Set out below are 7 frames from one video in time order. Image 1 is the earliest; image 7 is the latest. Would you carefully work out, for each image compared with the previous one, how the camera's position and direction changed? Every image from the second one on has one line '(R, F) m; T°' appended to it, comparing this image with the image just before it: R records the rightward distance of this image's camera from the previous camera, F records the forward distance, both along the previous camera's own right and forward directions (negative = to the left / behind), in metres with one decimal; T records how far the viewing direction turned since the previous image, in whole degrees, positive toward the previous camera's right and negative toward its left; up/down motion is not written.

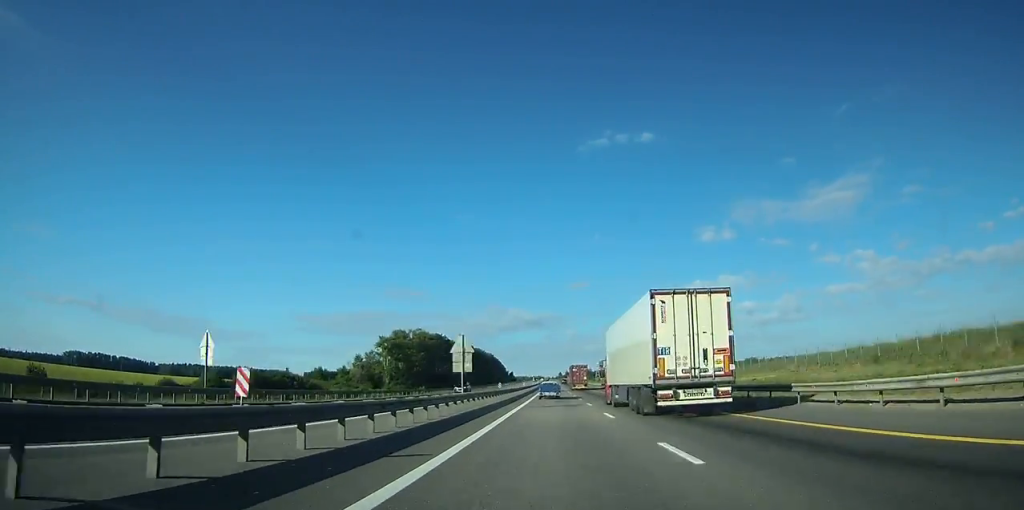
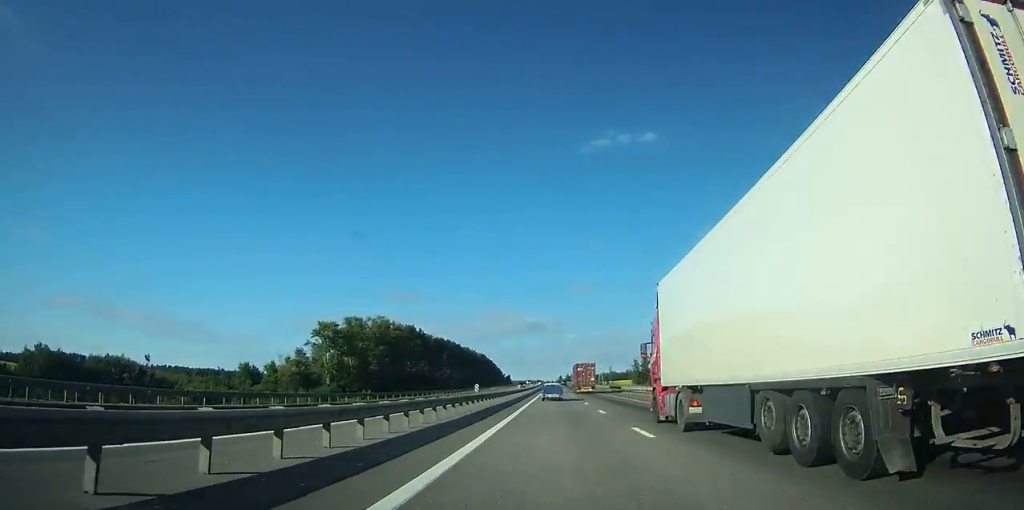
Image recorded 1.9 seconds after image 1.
(0.0, +57.2) m; 0°
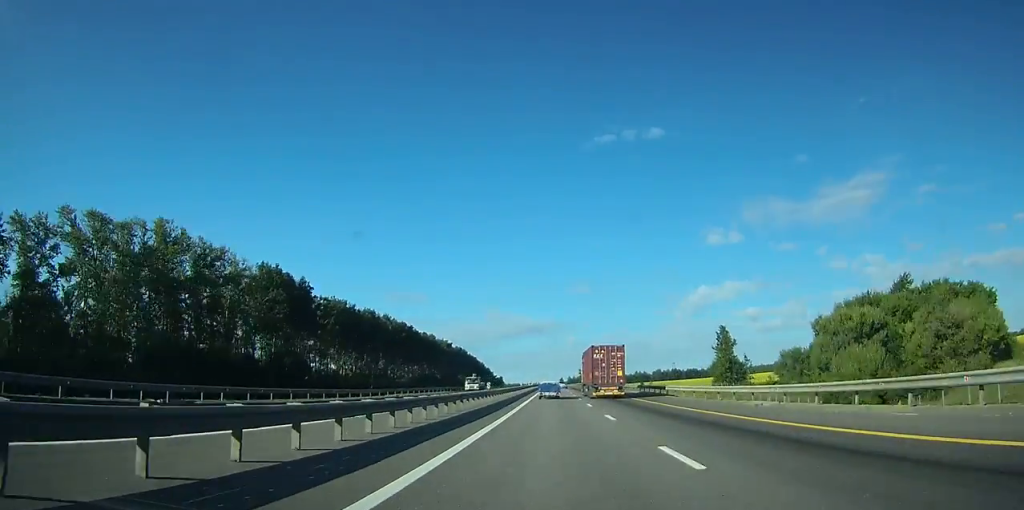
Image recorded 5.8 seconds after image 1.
(0.0, +118.1) m; 0°
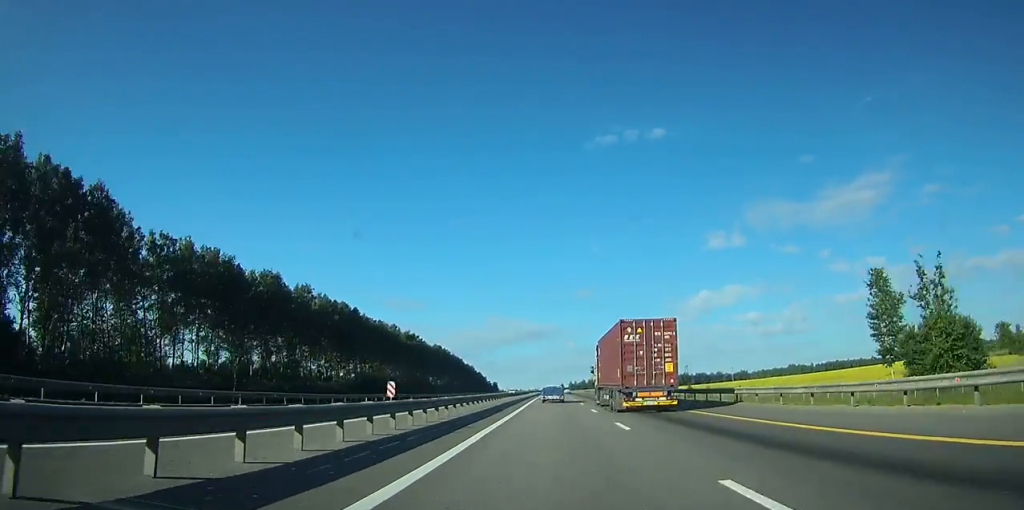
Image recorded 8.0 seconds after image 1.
(-0.1, +62.4) m; 0°
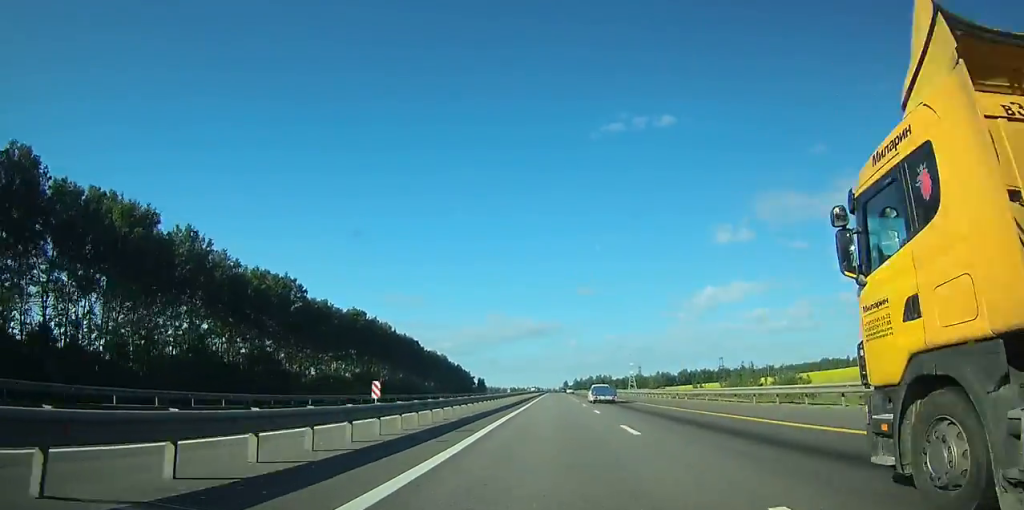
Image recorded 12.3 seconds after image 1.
(-0.1, +122.3) m; +1°
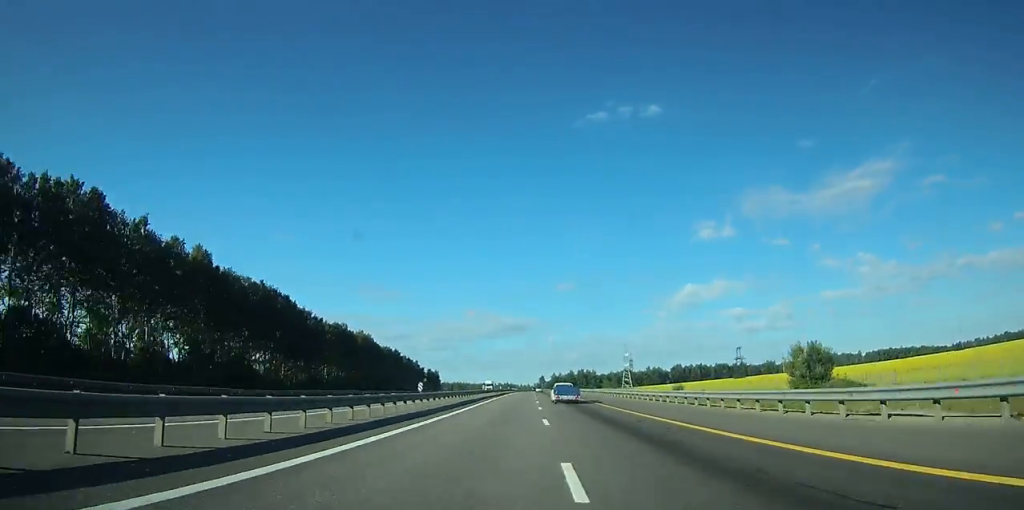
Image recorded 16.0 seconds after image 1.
(+1.2, +100.9) m; +1°
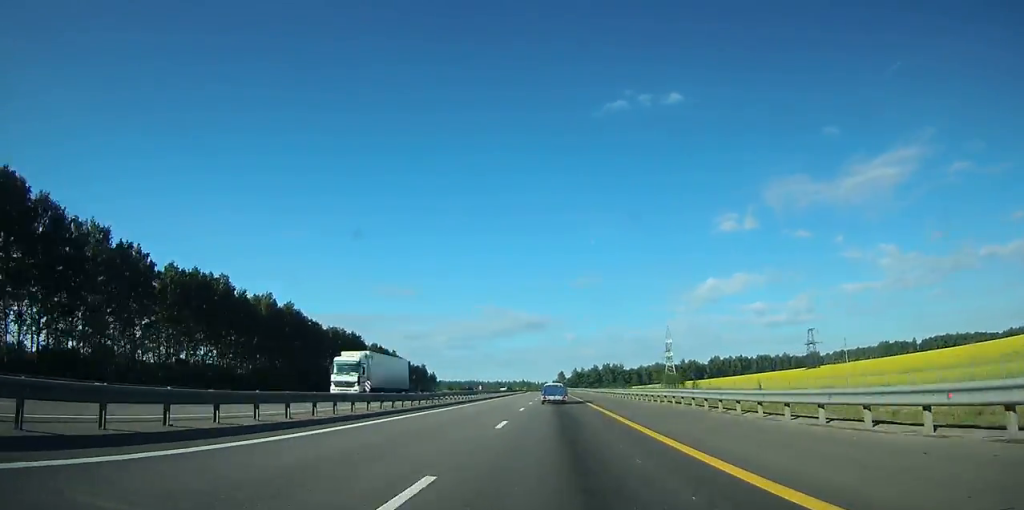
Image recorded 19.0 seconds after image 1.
(-0.3, +80.1) m; -1°
